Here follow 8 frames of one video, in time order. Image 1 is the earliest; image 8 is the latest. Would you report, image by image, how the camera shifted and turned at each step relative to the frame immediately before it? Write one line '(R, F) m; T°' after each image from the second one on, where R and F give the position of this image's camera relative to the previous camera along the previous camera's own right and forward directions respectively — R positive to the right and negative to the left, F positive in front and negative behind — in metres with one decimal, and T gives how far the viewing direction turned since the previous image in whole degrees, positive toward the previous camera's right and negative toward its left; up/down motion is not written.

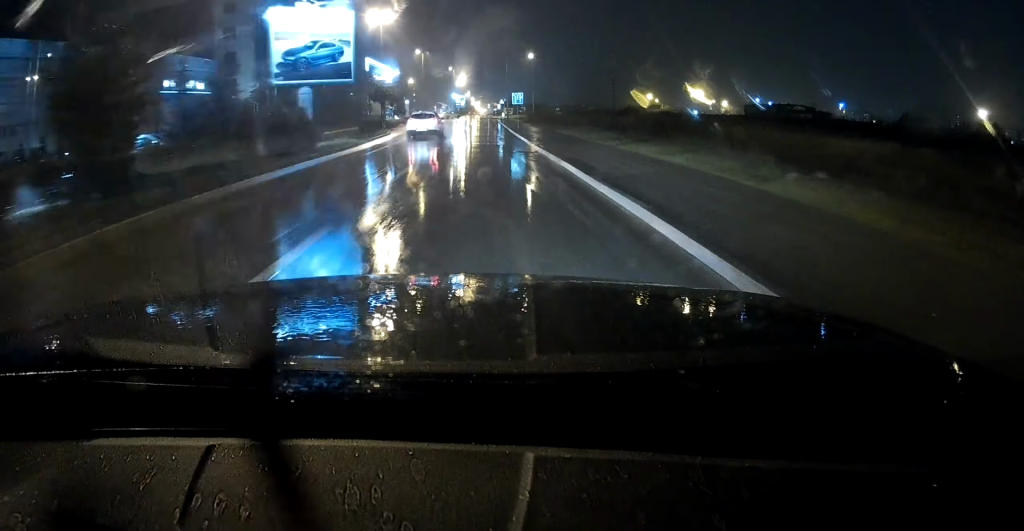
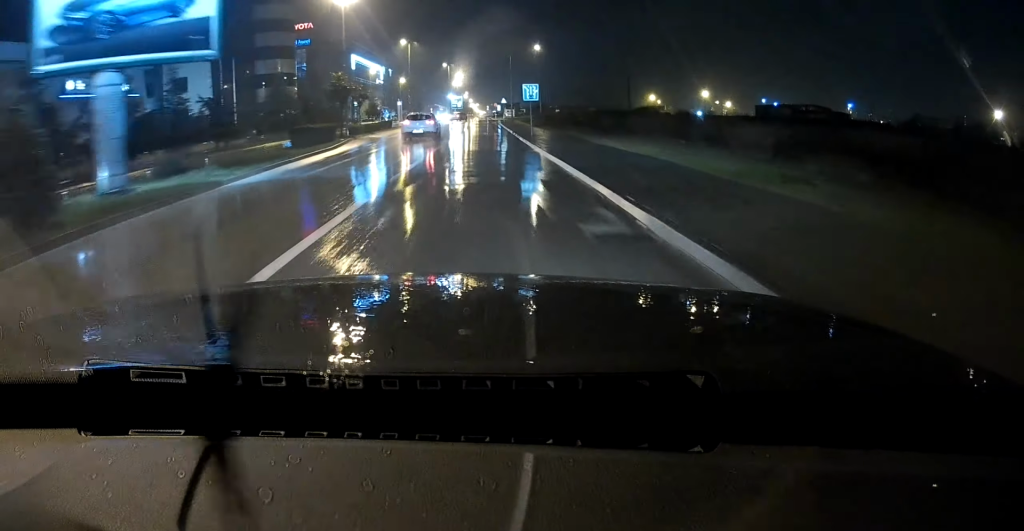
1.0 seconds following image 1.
(0.0, +14.7) m; 0°
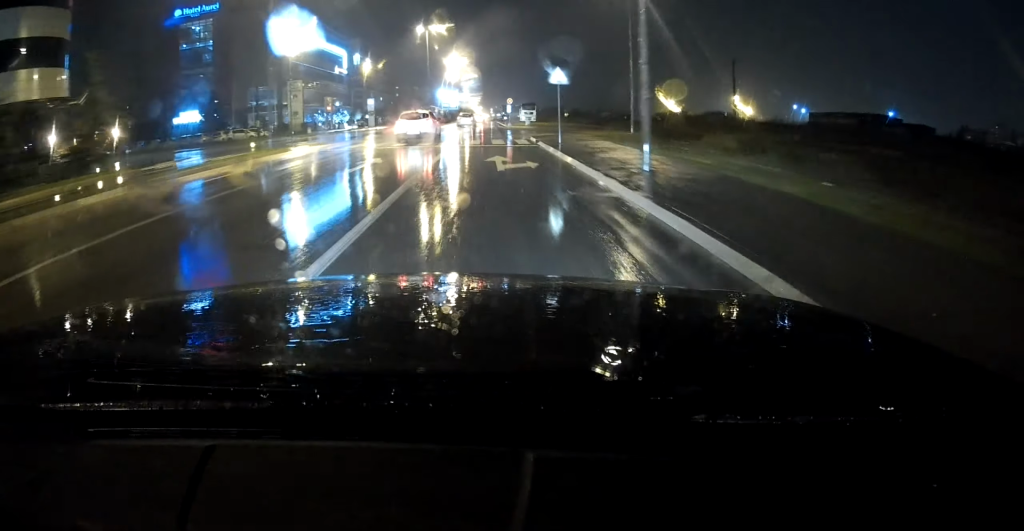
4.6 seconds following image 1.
(+0.1, +50.4) m; 0°
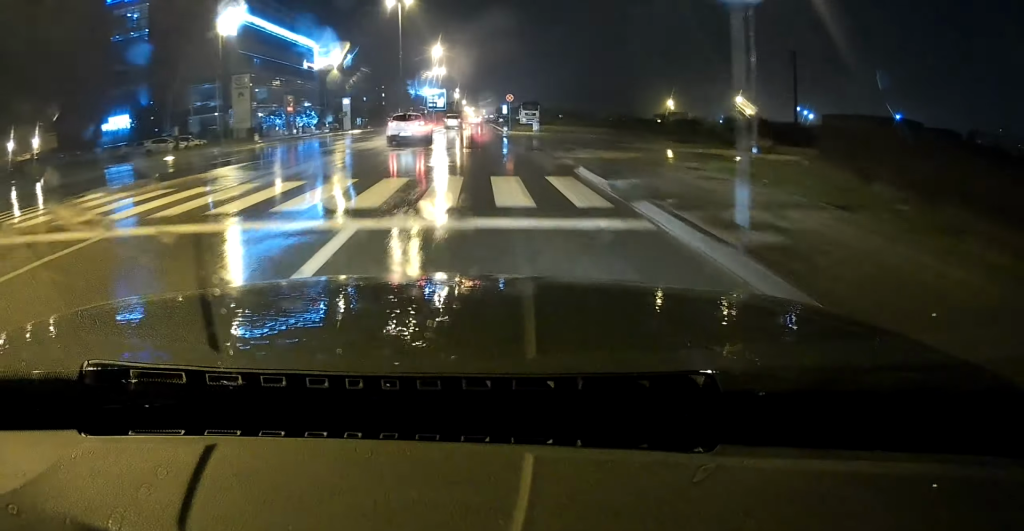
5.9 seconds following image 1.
(0.0, +17.2) m; +1°
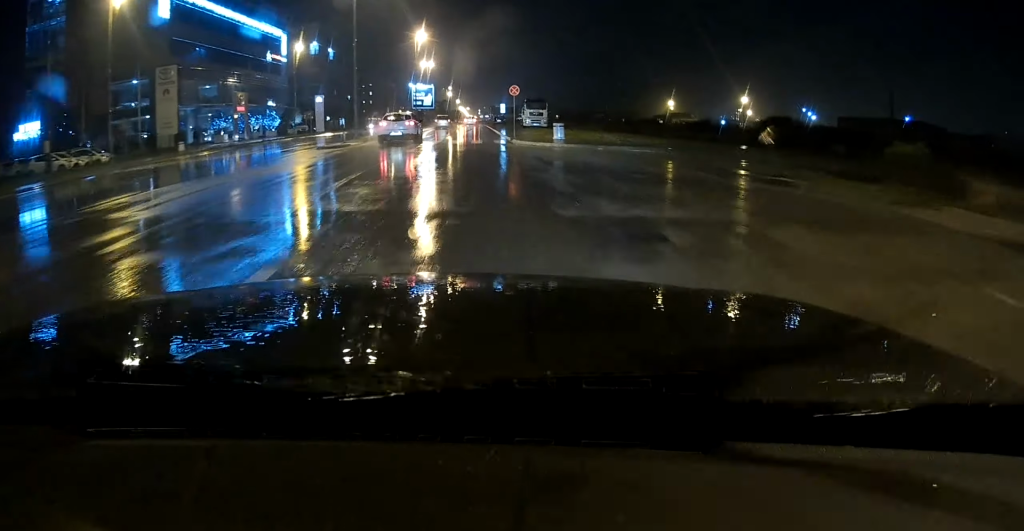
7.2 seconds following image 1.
(+0.1, +16.3) m; 0°
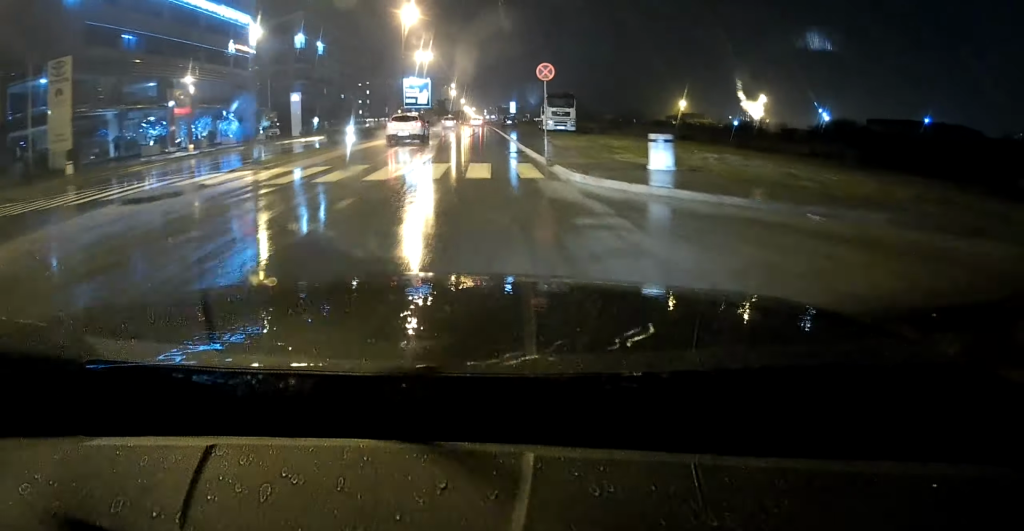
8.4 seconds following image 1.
(+0.1, +16.2) m; 0°
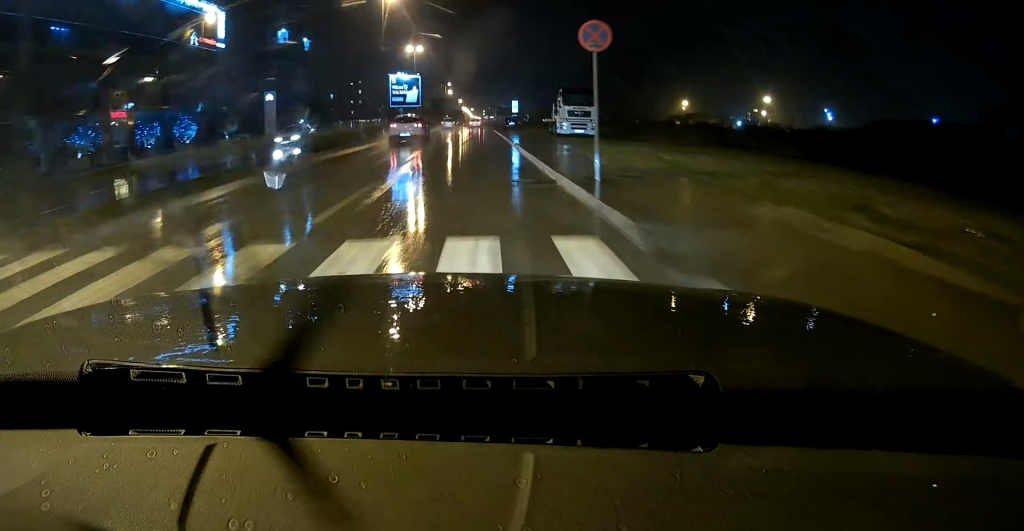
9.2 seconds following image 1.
(0.0, +10.2) m; 0°
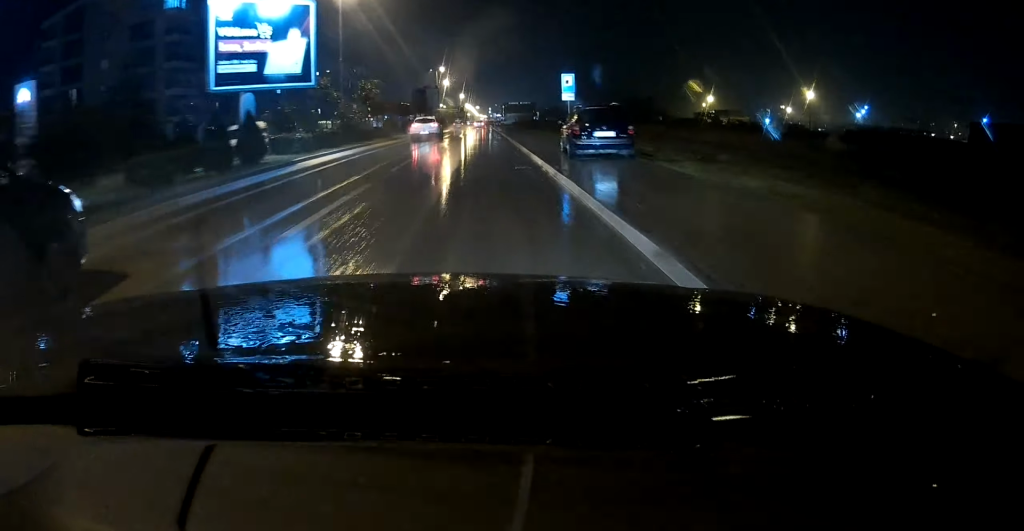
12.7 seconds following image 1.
(-0.6, +45.2) m; -1°
